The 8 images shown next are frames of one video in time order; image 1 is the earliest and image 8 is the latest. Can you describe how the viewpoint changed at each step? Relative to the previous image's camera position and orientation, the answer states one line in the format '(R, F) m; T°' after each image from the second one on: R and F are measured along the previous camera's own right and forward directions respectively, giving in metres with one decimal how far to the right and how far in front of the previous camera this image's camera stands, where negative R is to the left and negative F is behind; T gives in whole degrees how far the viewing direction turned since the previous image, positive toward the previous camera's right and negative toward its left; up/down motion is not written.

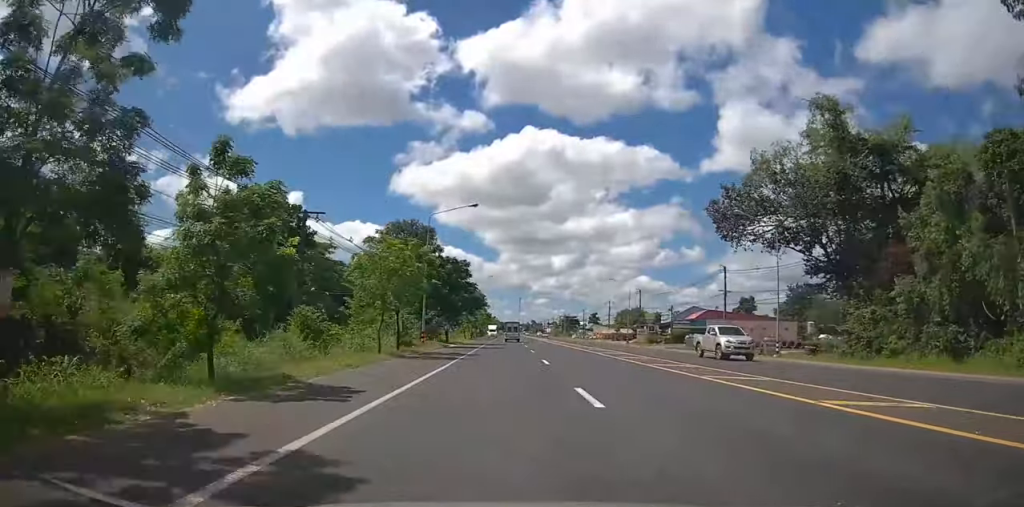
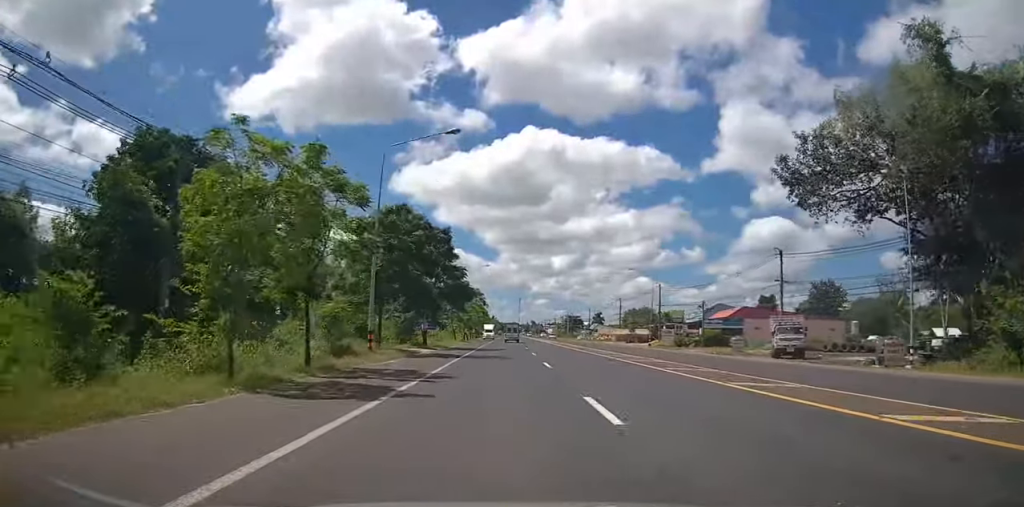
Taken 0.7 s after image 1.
(+0.1, +13.9) m; 0°
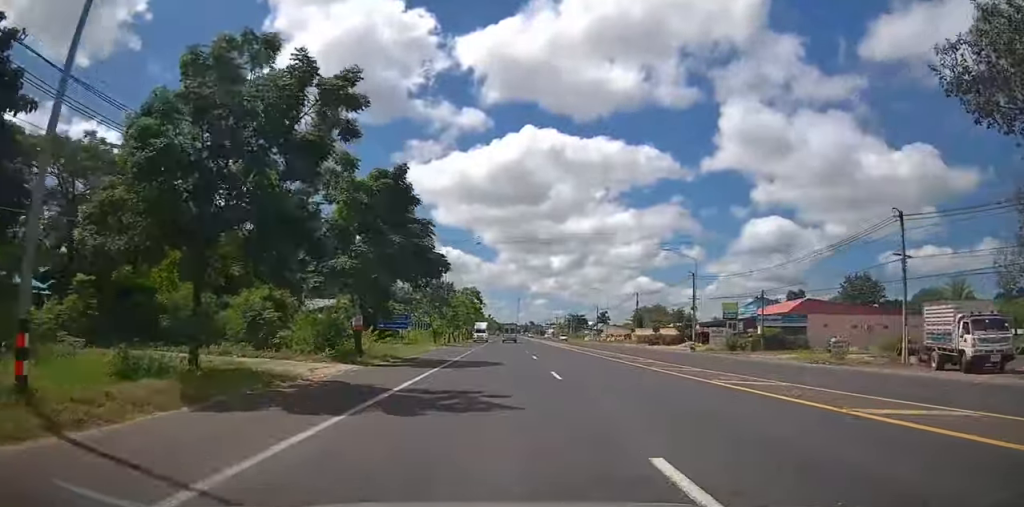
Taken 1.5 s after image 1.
(0.0, +17.4) m; -1°
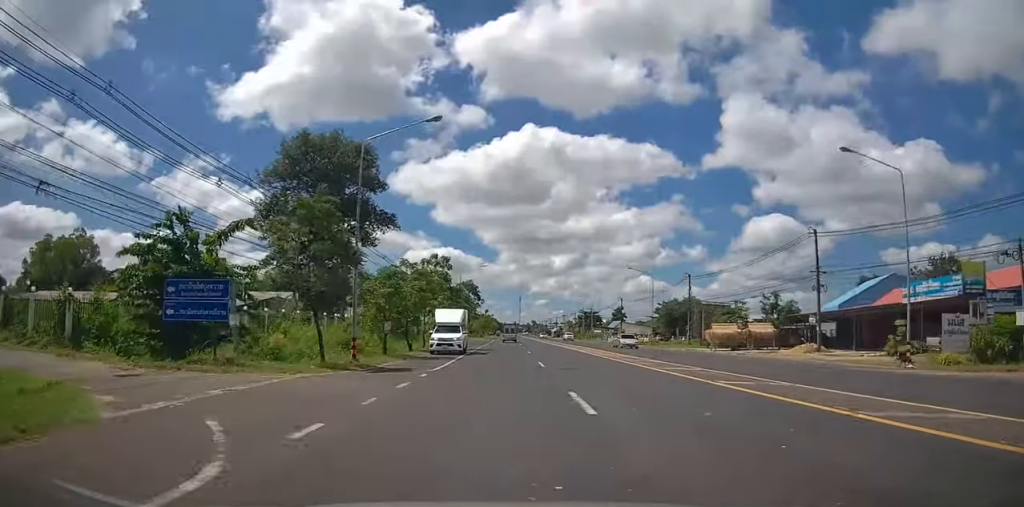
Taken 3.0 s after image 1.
(-0.4, +30.3) m; -1°
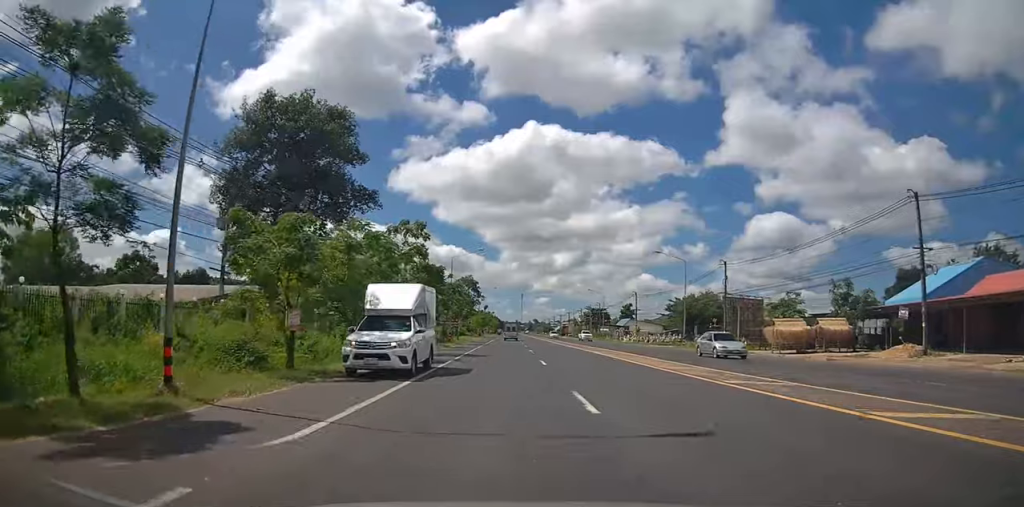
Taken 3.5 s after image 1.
(0.0, +12.3) m; 0°
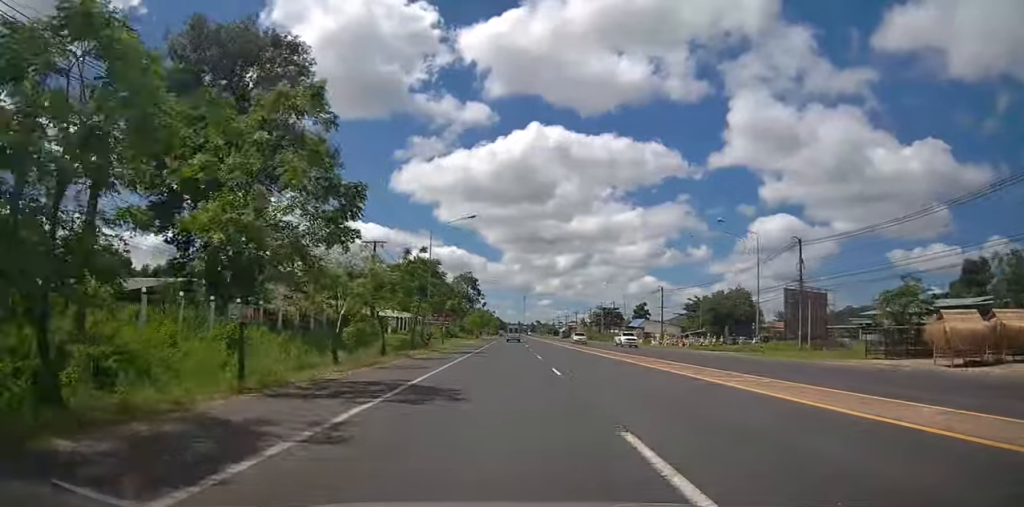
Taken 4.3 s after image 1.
(+0.1, +16.9) m; 0°
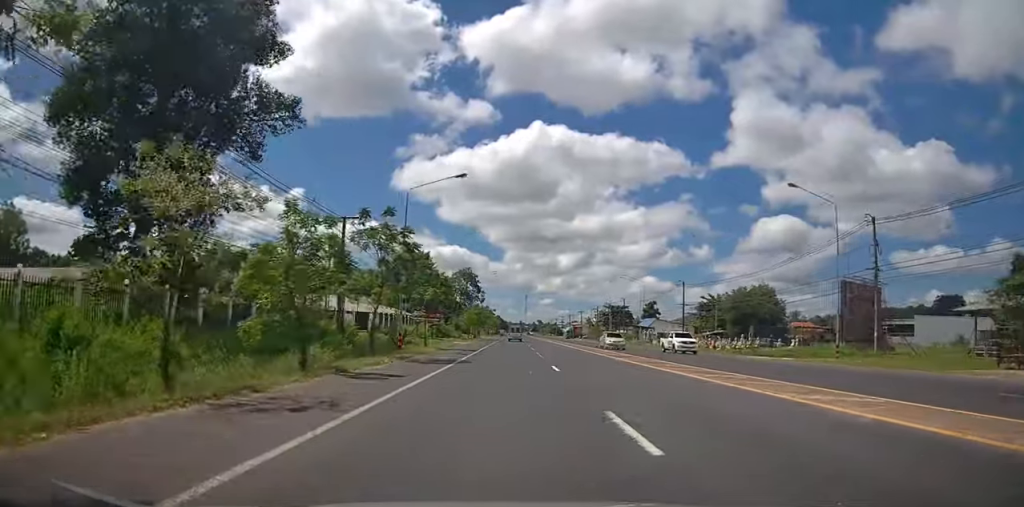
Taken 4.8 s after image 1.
(0.0, +10.5) m; 0°
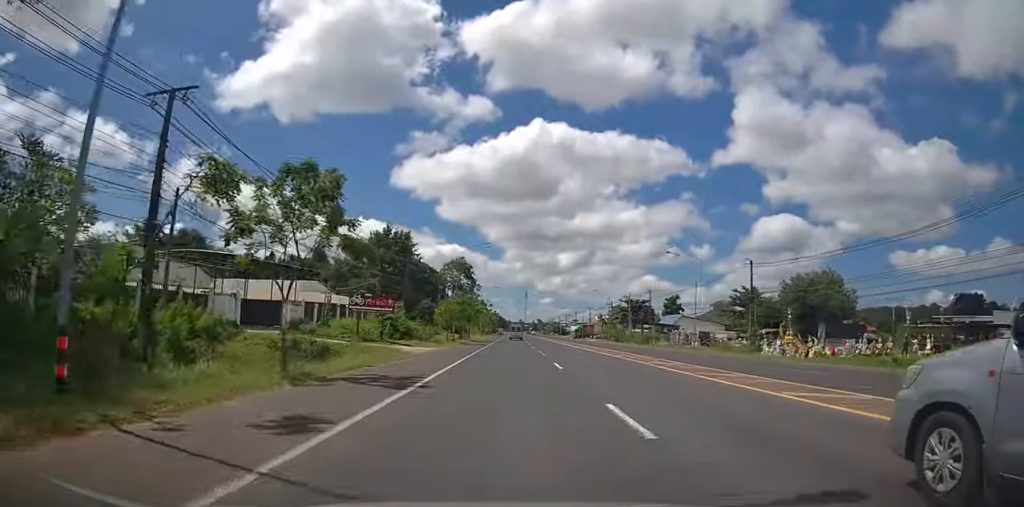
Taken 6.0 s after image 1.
(-0.1, +23.5) m; -1°
